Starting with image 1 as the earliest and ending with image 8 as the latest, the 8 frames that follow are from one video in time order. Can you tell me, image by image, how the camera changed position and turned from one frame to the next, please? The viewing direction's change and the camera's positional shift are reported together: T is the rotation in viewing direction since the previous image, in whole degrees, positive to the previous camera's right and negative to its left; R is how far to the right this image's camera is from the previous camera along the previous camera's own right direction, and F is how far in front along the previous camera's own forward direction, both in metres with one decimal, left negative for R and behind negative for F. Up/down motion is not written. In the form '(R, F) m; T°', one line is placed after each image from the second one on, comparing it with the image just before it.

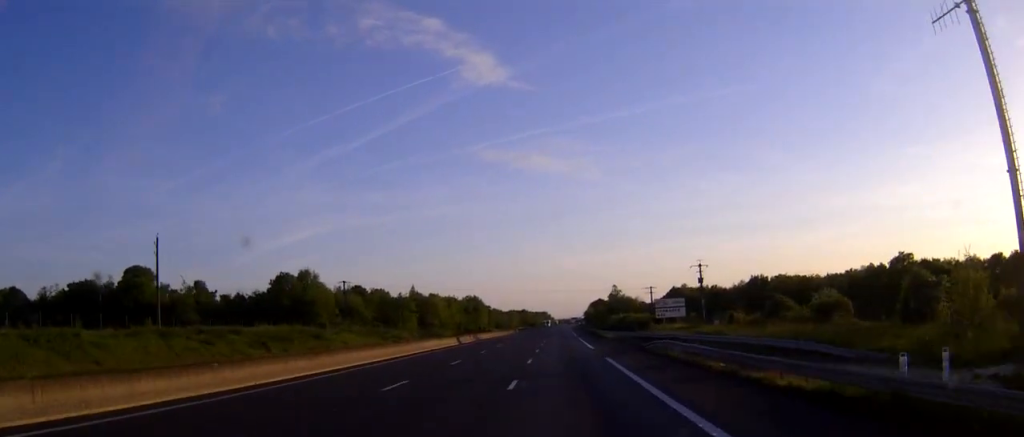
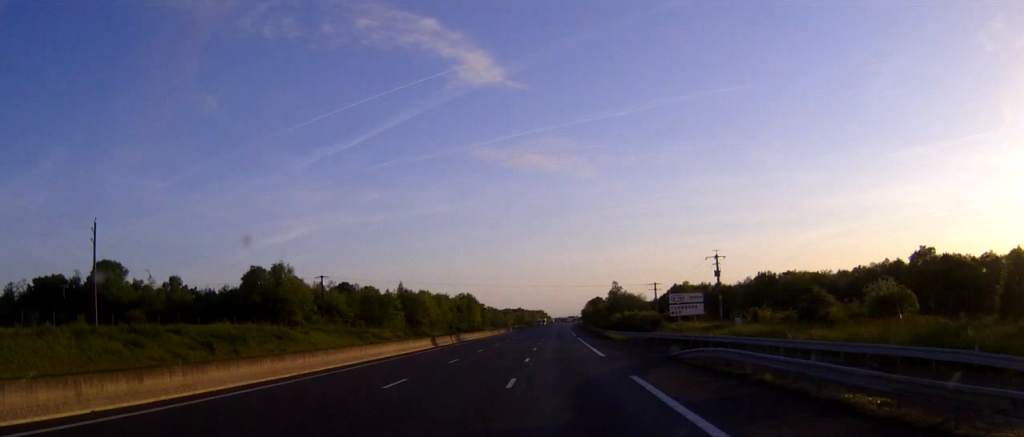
(0.0, +12.9) m; 0°
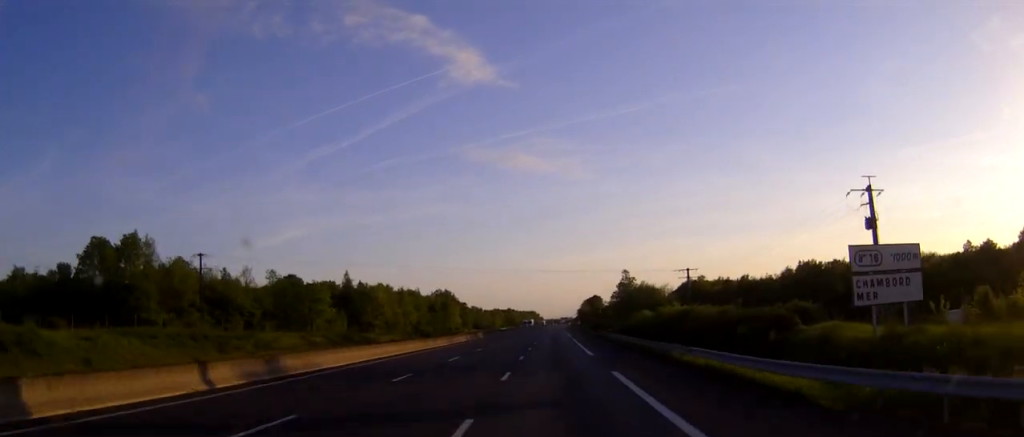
(+0.3, +49.1) m; +1°
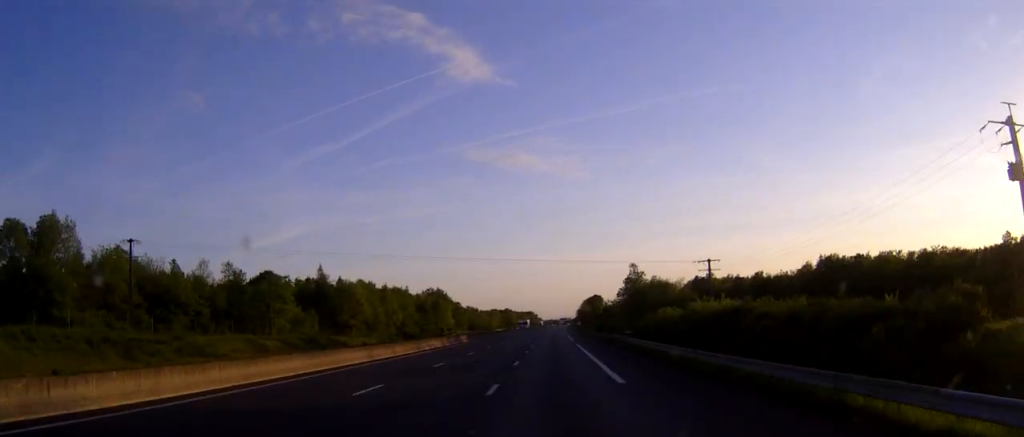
(0.0, +17.6) m; 0°
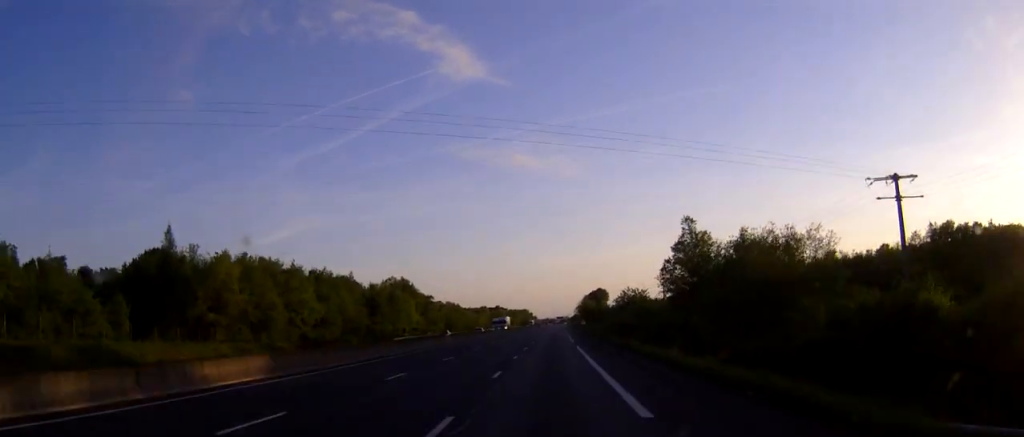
(+0.2, +60.1) m; 0°
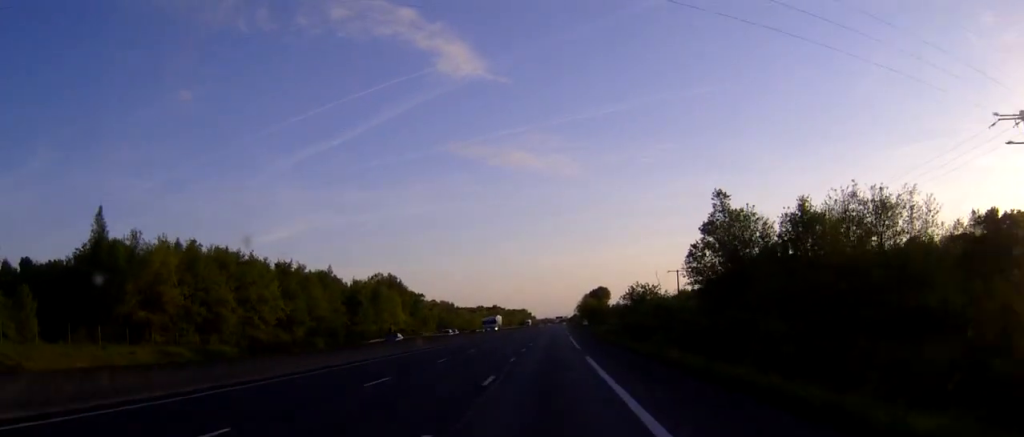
(0.0, +15.8) m; 0°
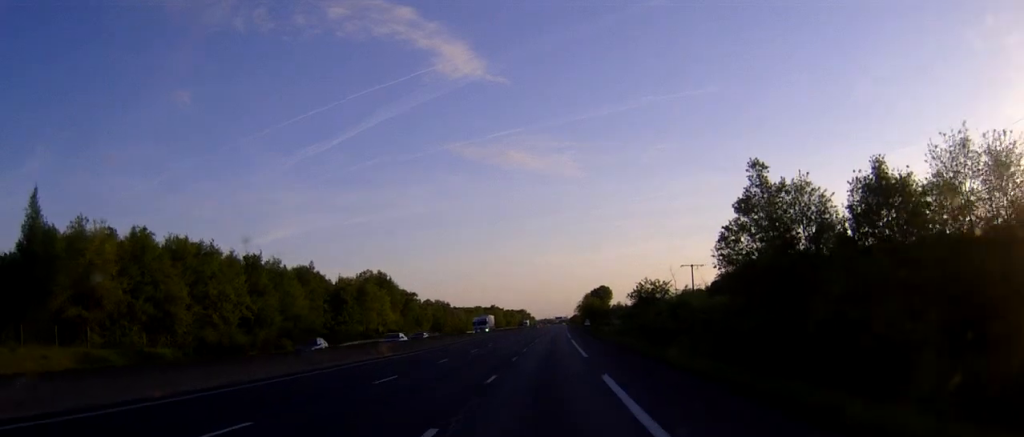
(0.0, +12.1) m; 0°
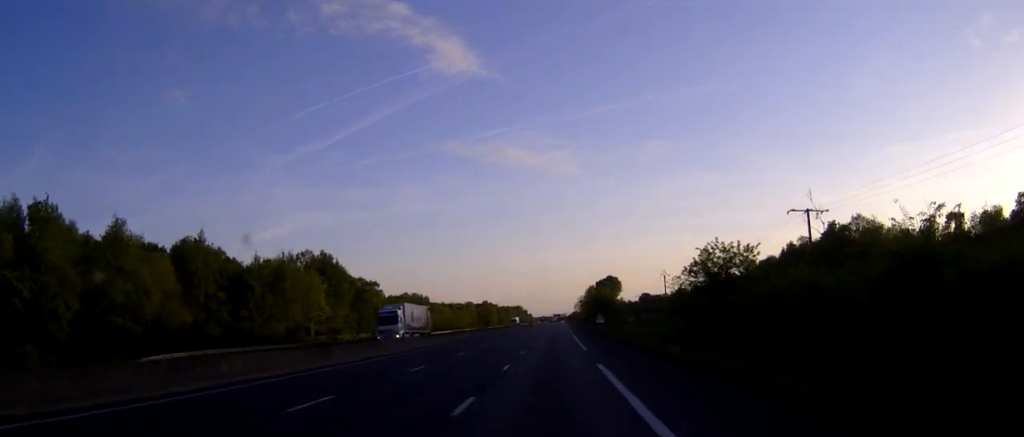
(+0.2, +47.4) m; 0°
